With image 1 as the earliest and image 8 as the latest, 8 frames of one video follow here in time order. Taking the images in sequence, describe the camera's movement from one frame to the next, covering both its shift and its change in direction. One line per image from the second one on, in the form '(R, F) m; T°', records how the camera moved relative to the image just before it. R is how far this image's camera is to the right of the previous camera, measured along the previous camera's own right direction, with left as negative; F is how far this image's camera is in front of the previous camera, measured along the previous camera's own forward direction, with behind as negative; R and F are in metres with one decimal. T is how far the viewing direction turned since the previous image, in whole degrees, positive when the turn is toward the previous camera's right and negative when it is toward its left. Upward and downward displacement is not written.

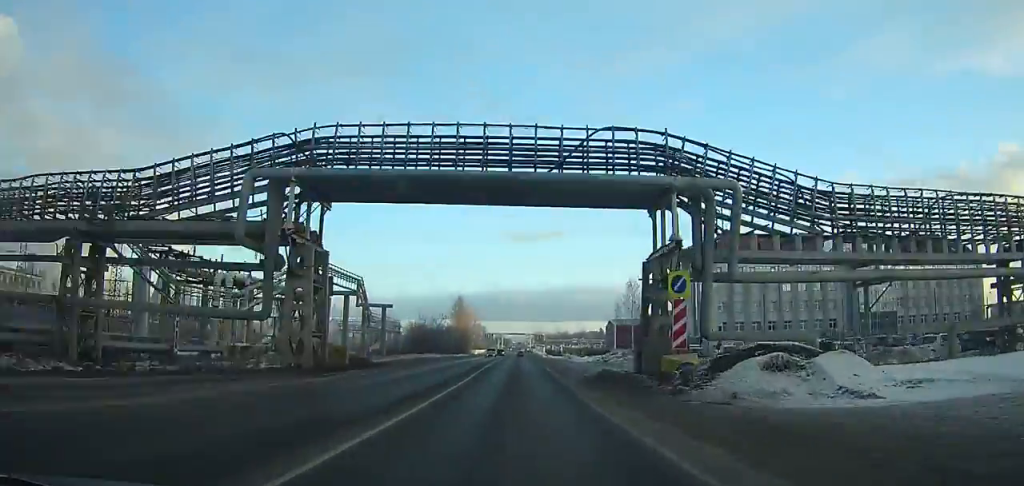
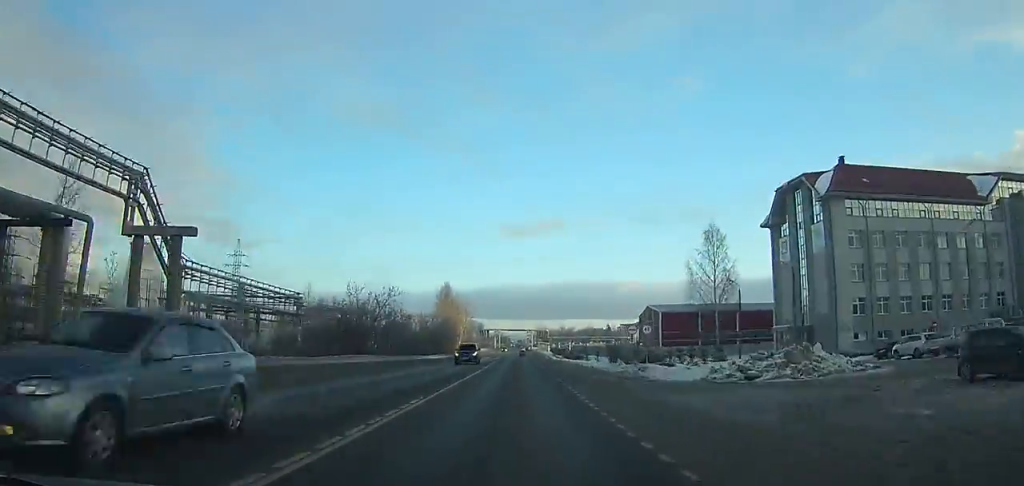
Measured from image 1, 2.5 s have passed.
(0.0, +41.4) m; 0°
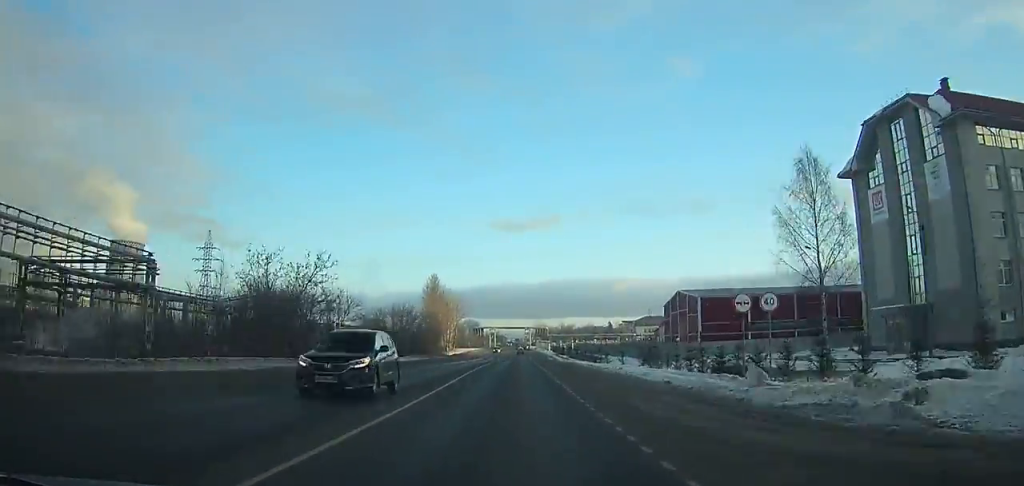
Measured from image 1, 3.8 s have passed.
(0.0, +21.3) m; 0°
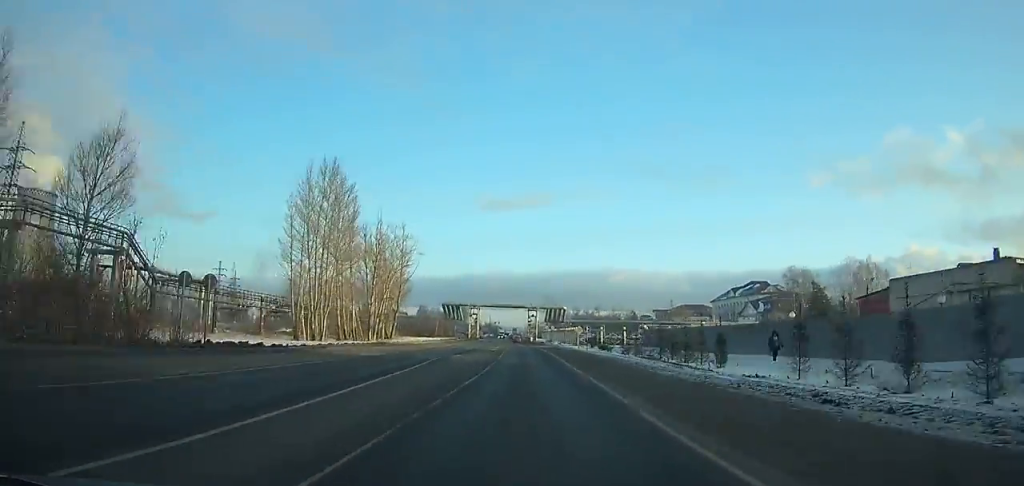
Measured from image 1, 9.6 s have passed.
(+5.1, +92.9) m; +1°
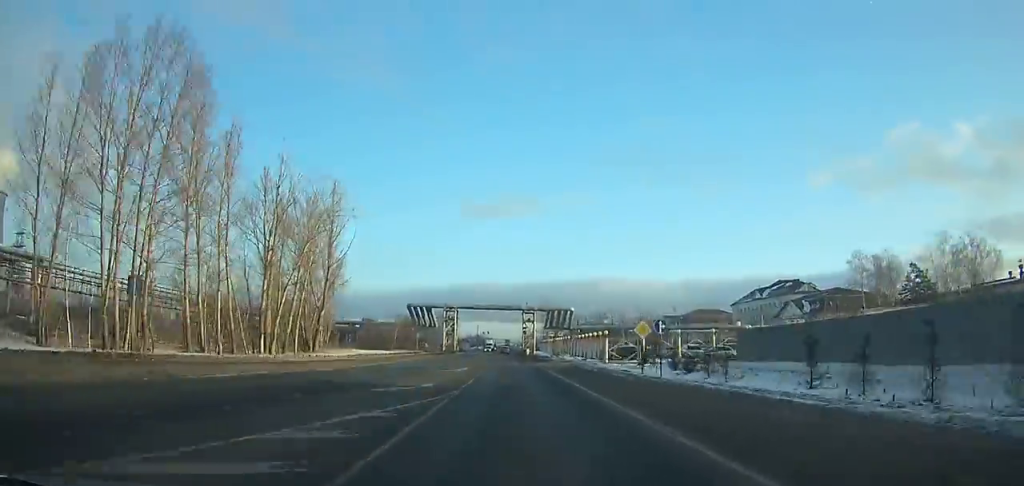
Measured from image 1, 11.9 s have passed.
(-3.2, +36.4) m; -3°
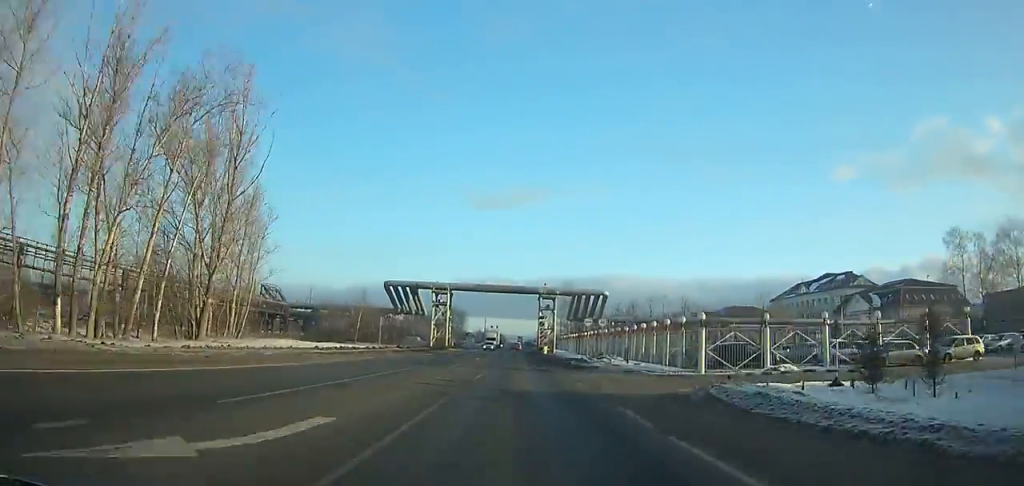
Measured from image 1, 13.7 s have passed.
(-0.4, +27.5) m; 0°
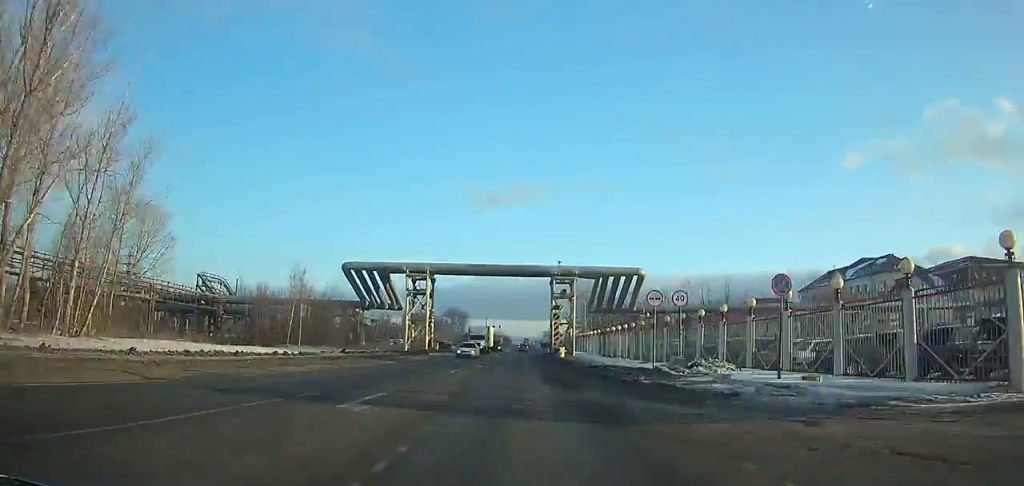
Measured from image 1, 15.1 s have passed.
(+0.5, +20.7) m; +1°
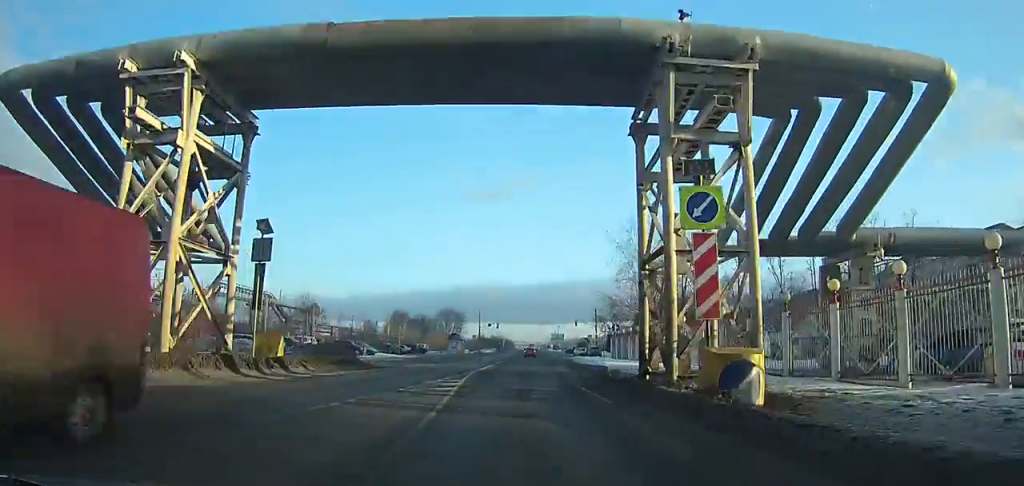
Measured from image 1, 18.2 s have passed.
(0.0, +41.2) m; +1°
